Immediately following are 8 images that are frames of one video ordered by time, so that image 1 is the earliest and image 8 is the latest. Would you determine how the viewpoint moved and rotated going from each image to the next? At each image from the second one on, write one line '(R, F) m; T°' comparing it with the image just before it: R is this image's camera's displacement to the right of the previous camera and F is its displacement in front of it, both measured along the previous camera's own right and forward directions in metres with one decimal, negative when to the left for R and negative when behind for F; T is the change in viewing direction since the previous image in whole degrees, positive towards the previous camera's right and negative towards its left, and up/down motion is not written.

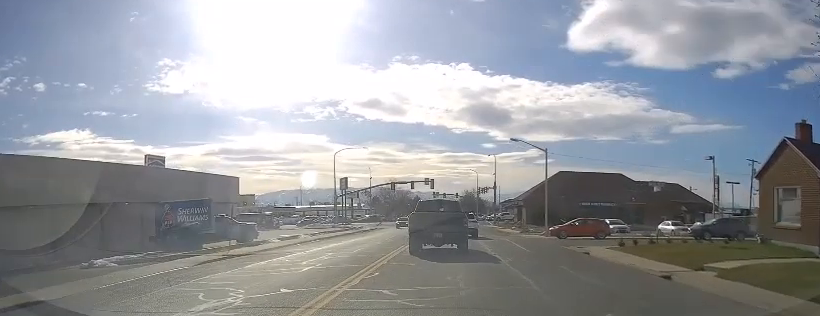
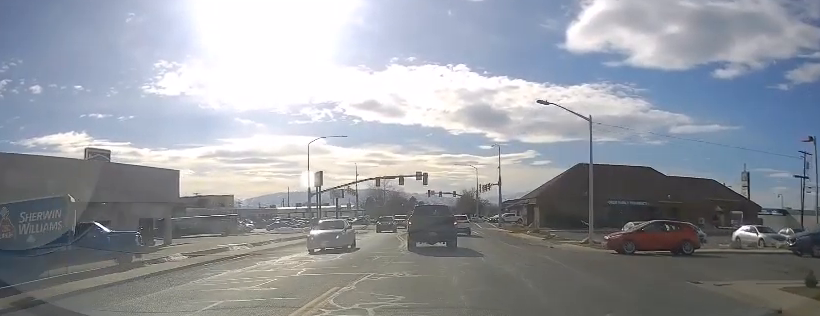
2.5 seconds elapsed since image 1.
(+0.1, +12.9) m; +2°
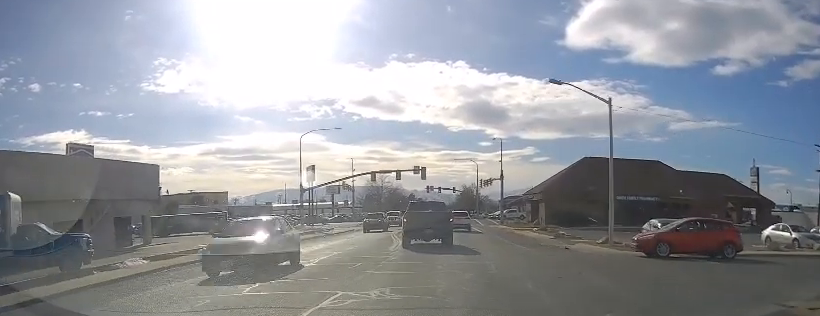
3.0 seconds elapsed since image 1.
(0.0, +3.2) m; 0°
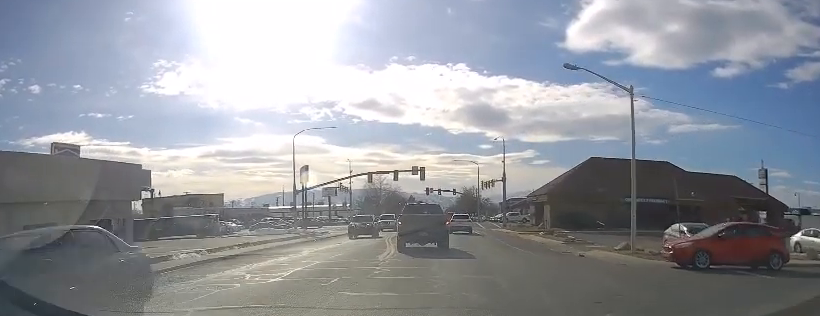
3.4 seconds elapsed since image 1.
(+0.1, +2.5) m; 0°
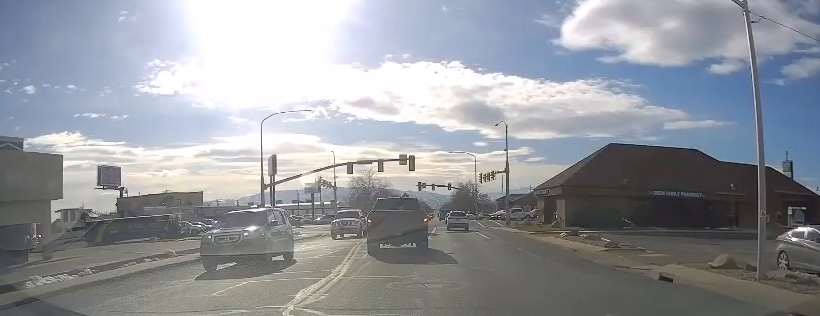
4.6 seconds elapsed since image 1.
(-0.1, +8.4) m; 0°
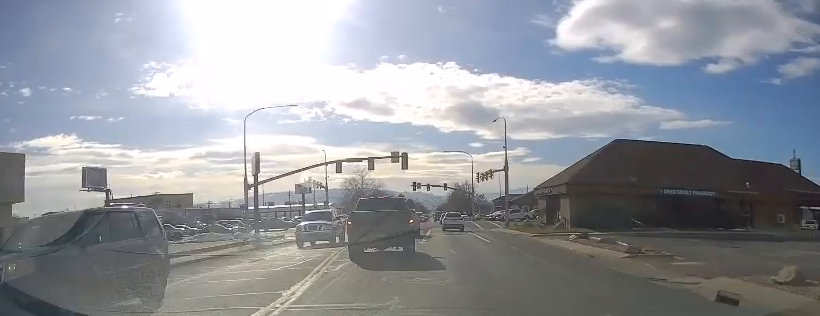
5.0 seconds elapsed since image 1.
(0.0, +3.5) m; 0°
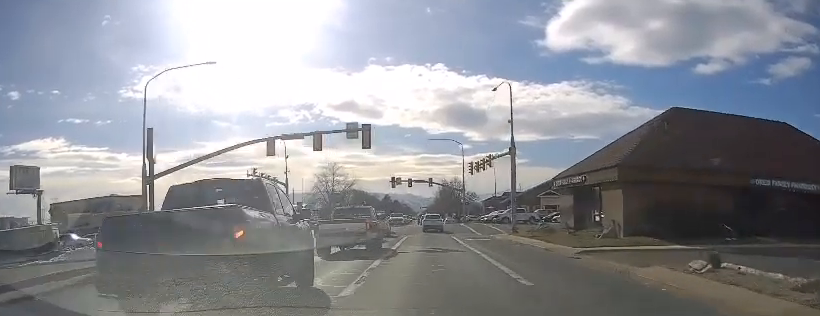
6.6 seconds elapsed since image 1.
(+0.3, +16.4) m; +1°
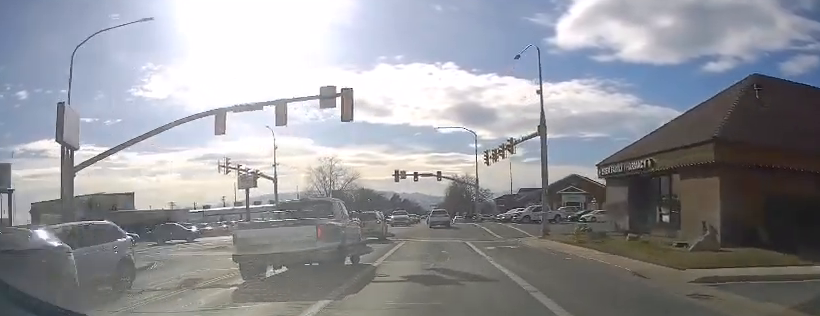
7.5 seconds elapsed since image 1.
(-0.1, +9.5) m; 0°
